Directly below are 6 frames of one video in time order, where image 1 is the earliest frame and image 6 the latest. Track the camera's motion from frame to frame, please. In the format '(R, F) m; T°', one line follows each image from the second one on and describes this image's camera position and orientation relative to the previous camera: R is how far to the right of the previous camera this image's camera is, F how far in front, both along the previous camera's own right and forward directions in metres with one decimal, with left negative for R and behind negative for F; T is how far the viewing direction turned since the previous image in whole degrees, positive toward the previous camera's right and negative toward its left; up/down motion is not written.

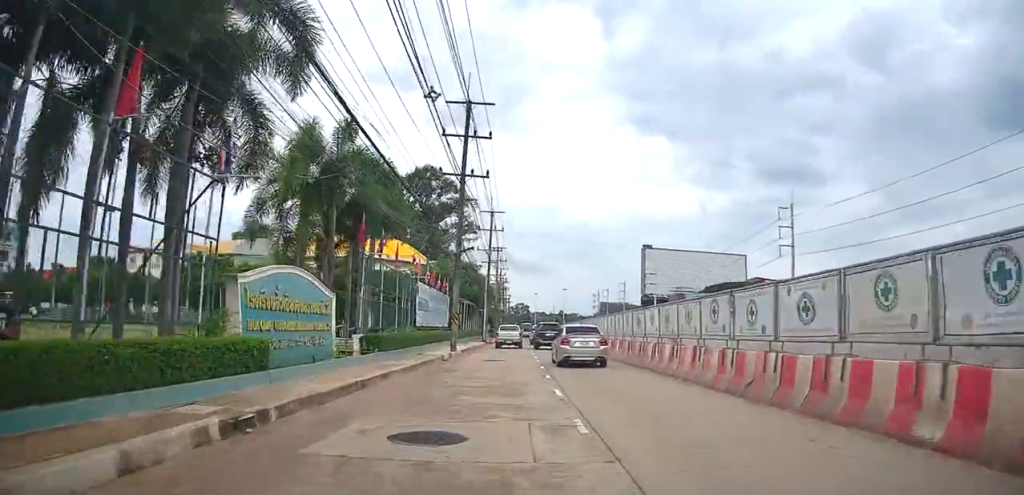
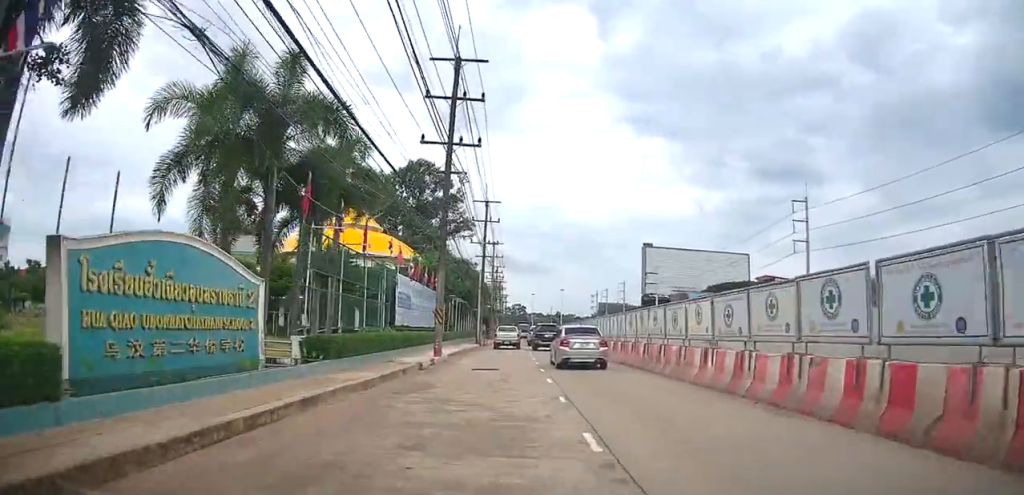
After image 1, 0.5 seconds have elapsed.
(-0.1, +5.0) m; -1°
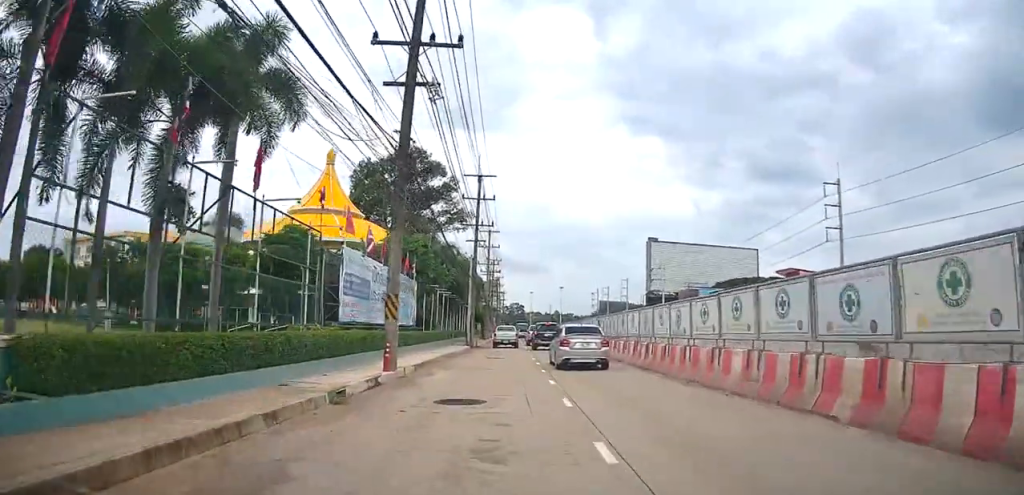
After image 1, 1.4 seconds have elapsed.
(-0.1, +8.5) m; 0°
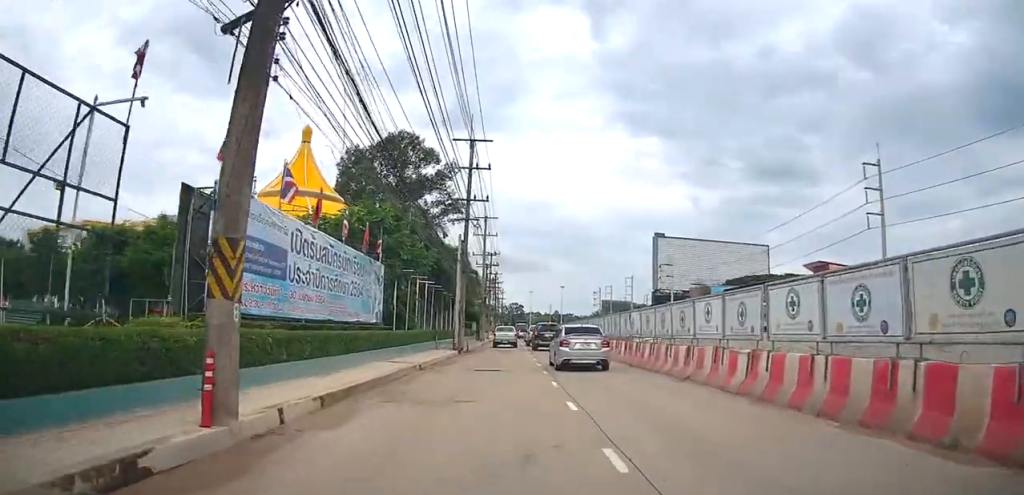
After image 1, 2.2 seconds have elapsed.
(0.0, +8.3) m; +1°
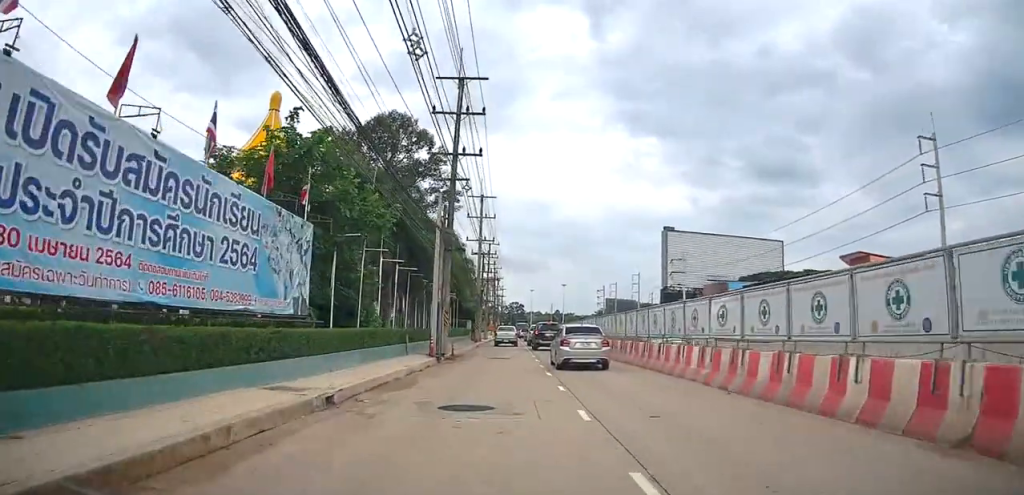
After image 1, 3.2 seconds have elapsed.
(+0.2, +8.9) m; 0°
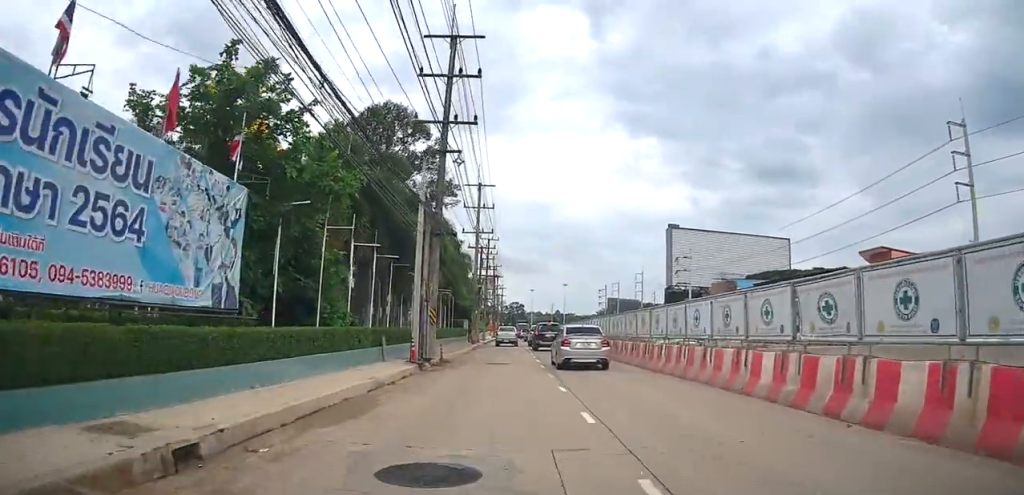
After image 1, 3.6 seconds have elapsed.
(-0.1, +4.1) m; 0°
